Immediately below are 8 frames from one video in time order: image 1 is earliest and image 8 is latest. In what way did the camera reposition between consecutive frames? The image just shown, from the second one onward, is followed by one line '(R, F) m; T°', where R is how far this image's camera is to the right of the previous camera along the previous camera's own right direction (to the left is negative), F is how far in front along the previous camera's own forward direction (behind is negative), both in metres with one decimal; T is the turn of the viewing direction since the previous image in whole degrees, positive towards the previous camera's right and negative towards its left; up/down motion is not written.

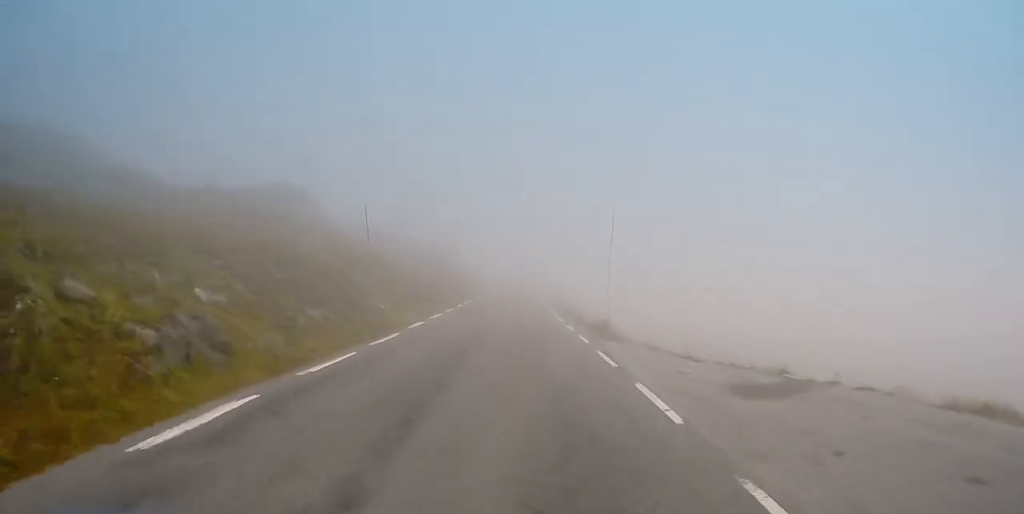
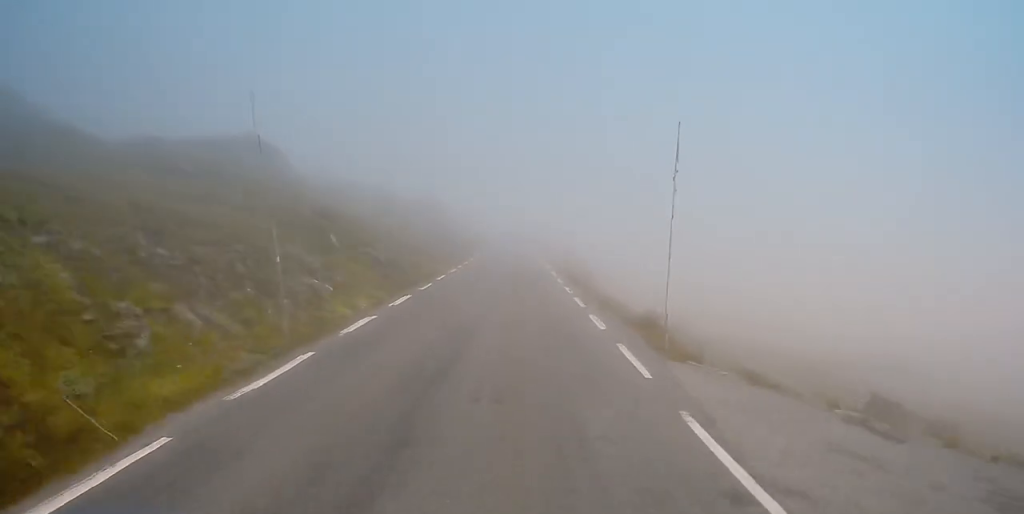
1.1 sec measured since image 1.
(+0.1, +10.5) m; +3°
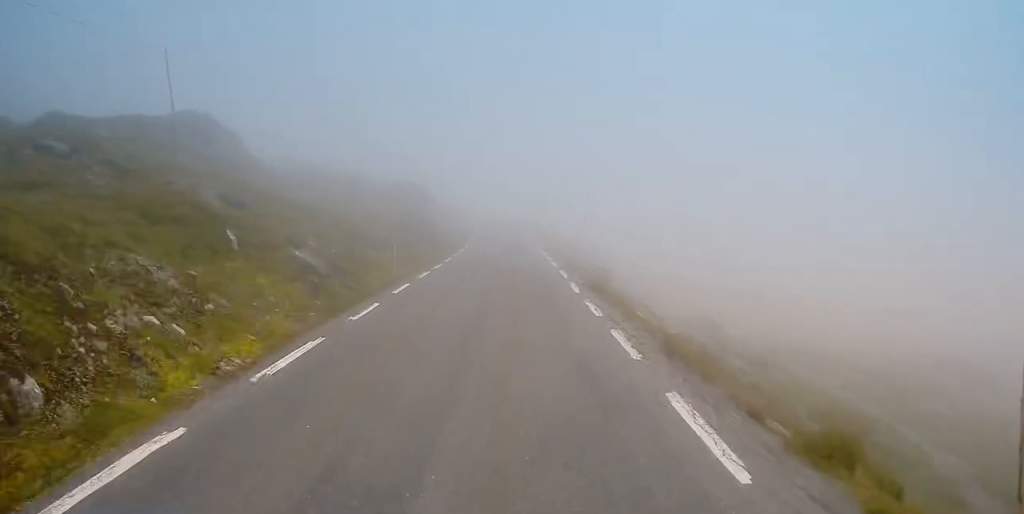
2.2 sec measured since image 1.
(+0.5, +11.9) m; +2°
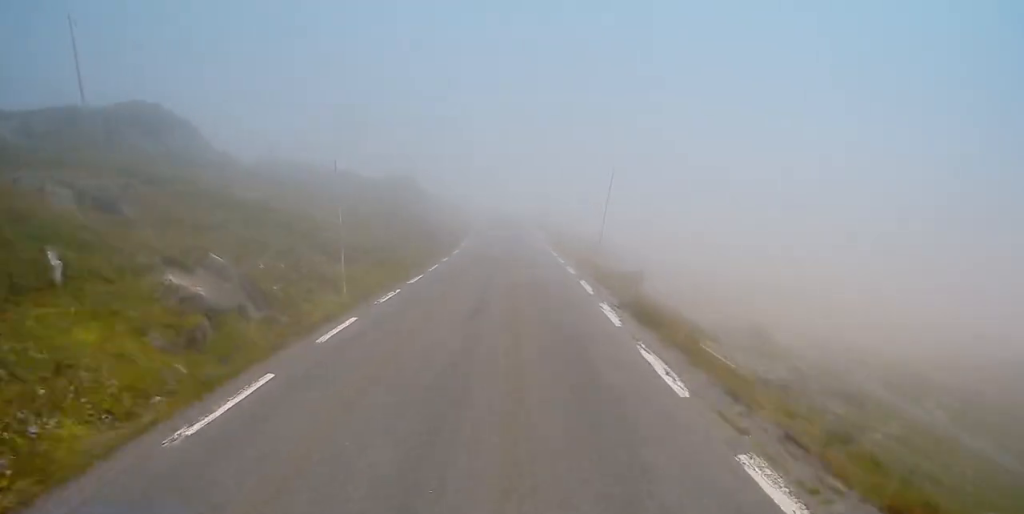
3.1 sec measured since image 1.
(0.0, +9.3) m; -2°
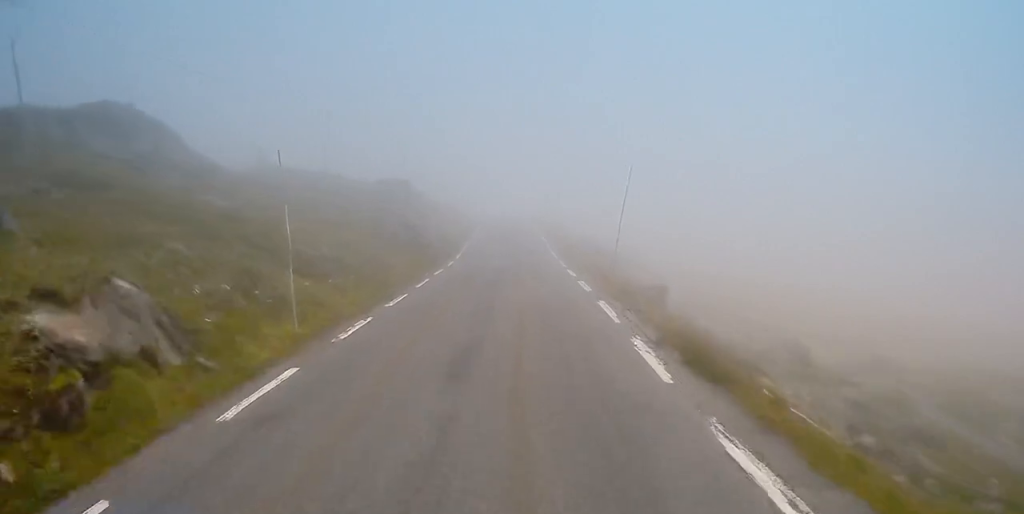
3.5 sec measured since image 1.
(-0.1, +4.9) m; -2°
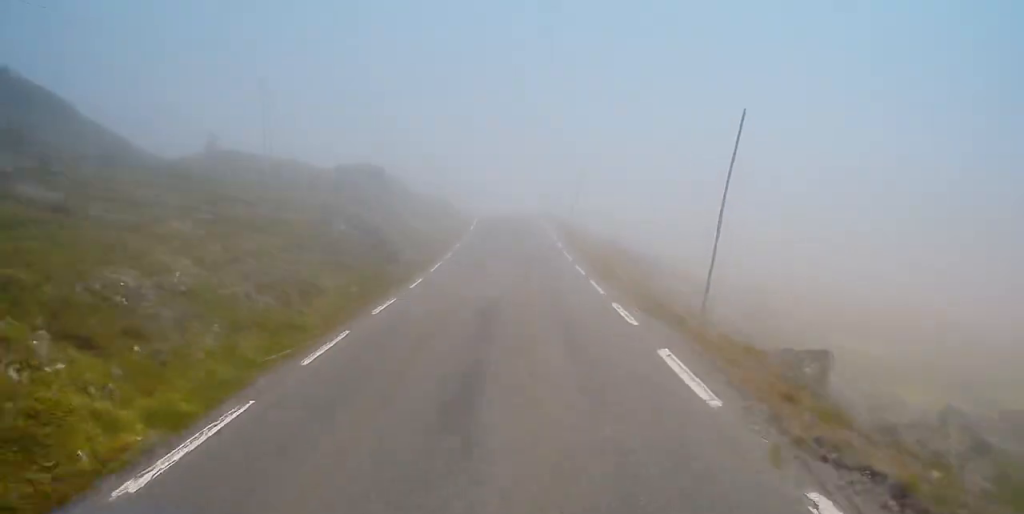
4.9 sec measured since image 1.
(-0.4, +14.8) m; 0°
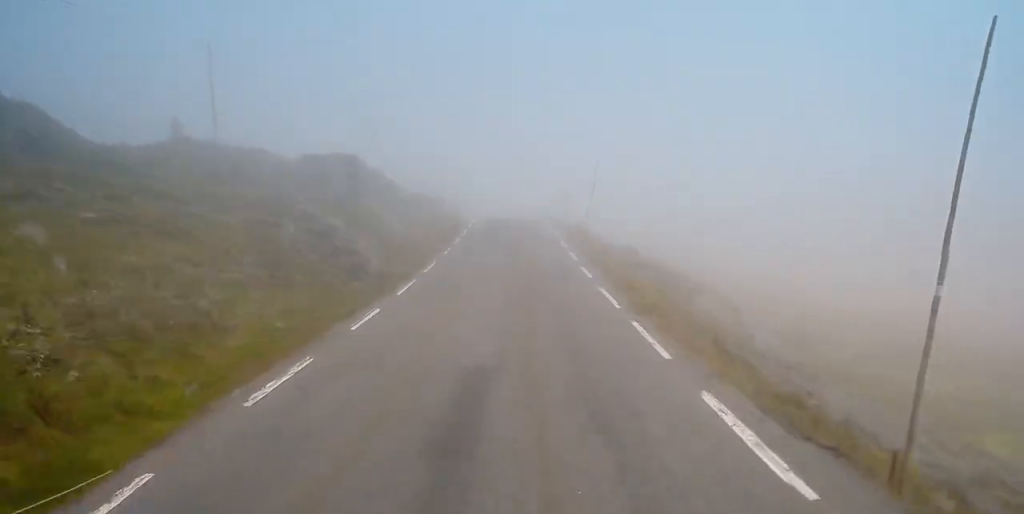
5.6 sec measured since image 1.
(+0.5, +8.8) m; 0°
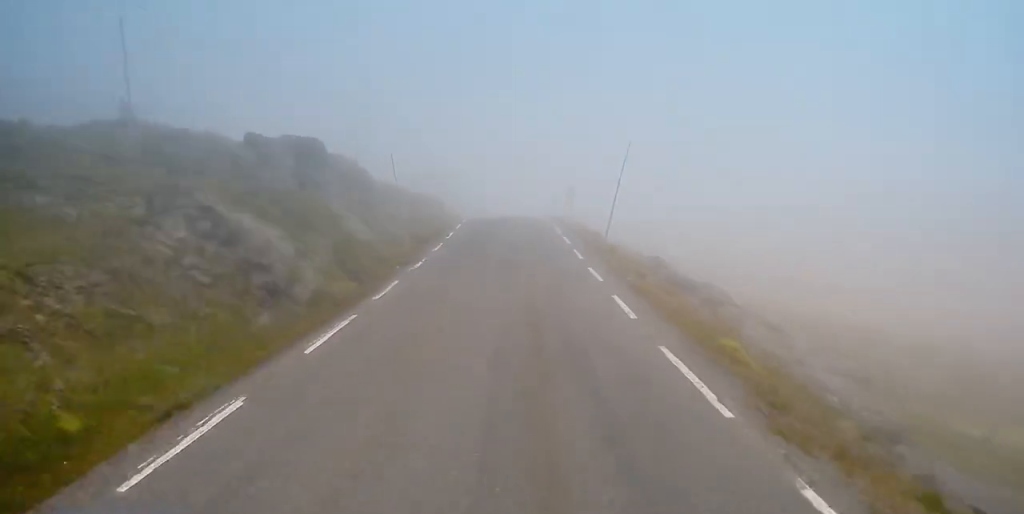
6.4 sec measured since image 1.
(-0.3, +9.3) m; 0°
